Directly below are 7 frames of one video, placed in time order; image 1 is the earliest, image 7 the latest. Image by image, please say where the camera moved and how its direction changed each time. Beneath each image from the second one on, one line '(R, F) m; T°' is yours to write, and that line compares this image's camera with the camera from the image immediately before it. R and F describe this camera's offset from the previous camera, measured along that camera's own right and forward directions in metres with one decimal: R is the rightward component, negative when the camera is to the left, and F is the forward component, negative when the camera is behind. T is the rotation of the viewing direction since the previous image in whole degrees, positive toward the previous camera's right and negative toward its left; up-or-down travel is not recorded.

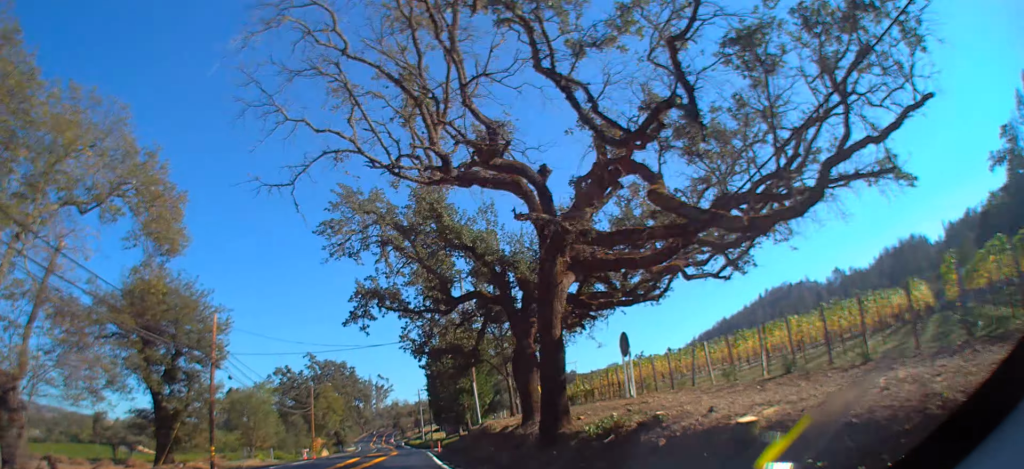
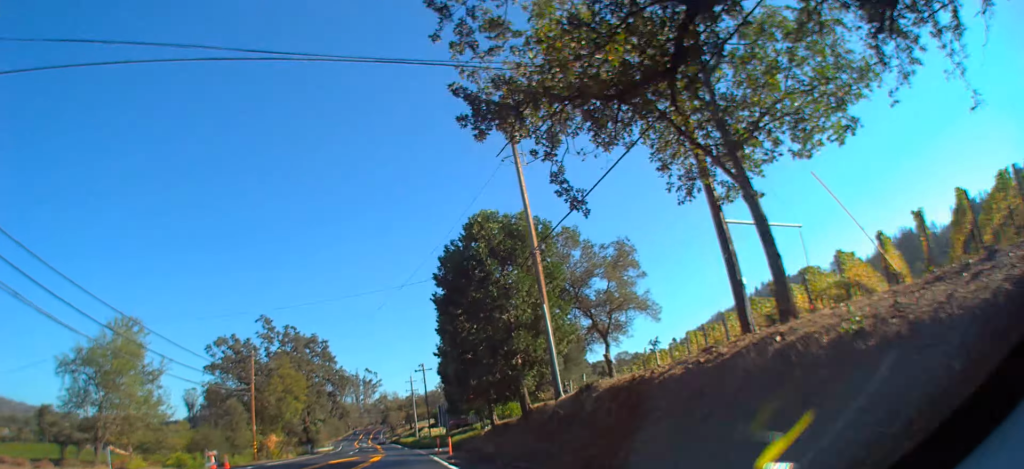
(+0.1, +25.1) m; +1°
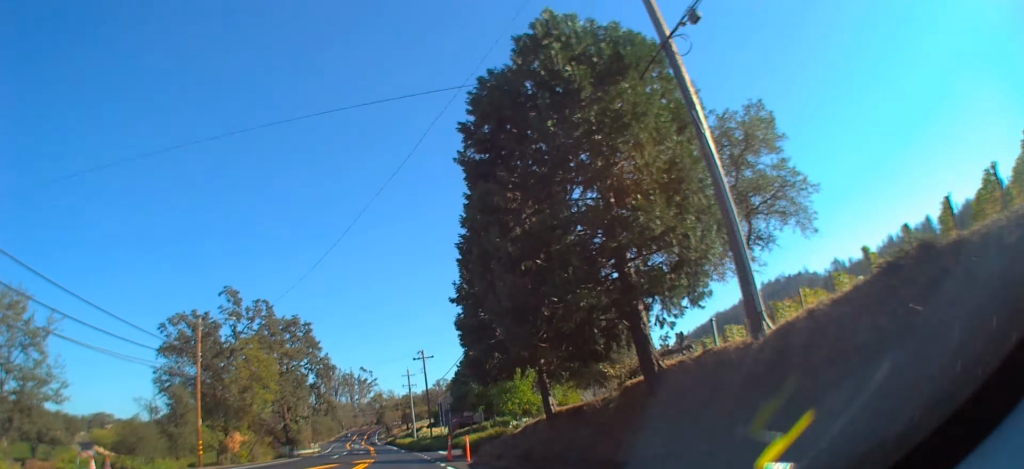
(+0.2, +12.3) m; +1°
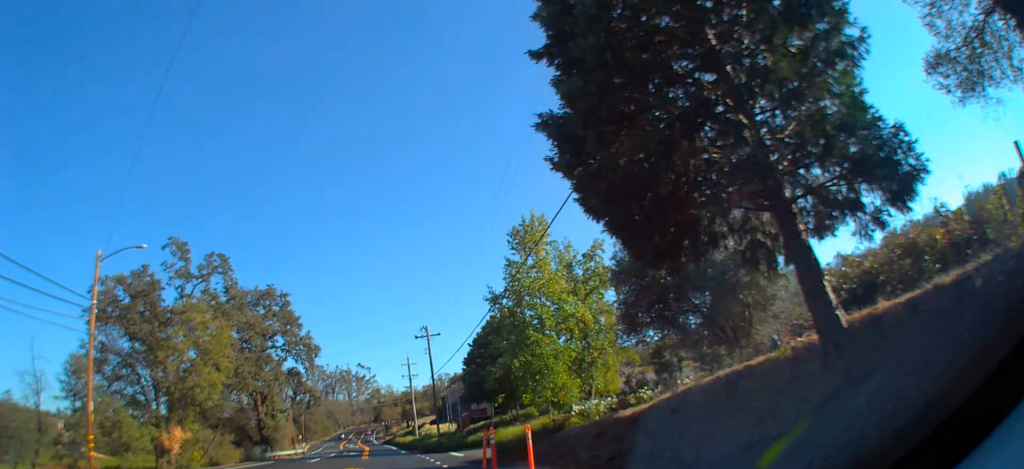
(+0.1, +13.2) m; 0°
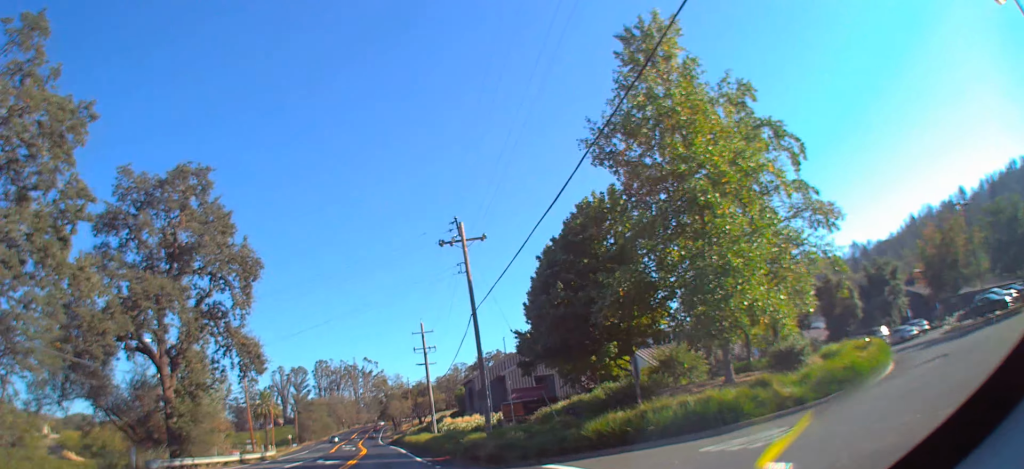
(0.0, +25.8) m; -1°
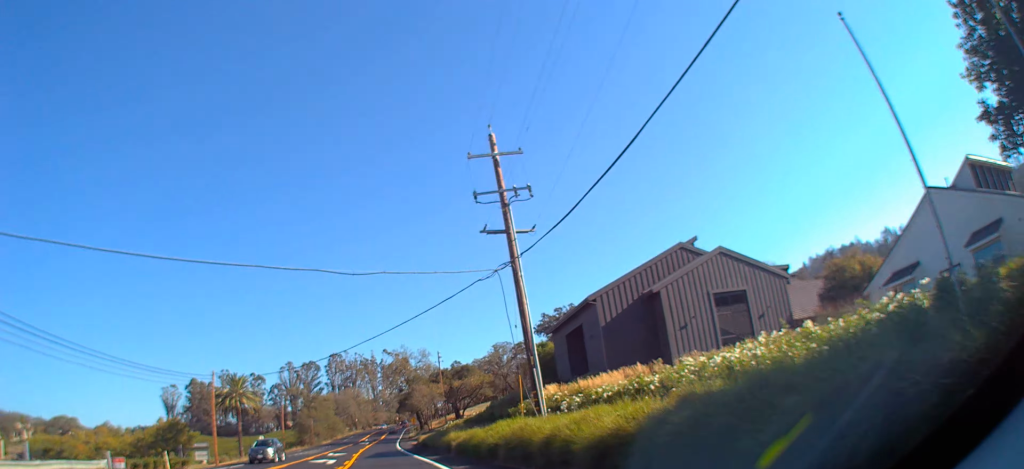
(-1.1, +41.0) m; -3°
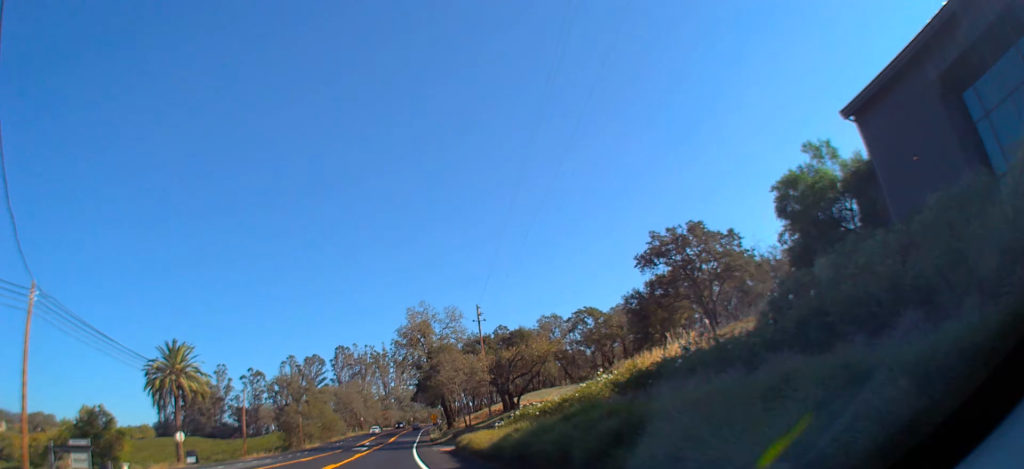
(-0.1, +33.2) m; +1°
